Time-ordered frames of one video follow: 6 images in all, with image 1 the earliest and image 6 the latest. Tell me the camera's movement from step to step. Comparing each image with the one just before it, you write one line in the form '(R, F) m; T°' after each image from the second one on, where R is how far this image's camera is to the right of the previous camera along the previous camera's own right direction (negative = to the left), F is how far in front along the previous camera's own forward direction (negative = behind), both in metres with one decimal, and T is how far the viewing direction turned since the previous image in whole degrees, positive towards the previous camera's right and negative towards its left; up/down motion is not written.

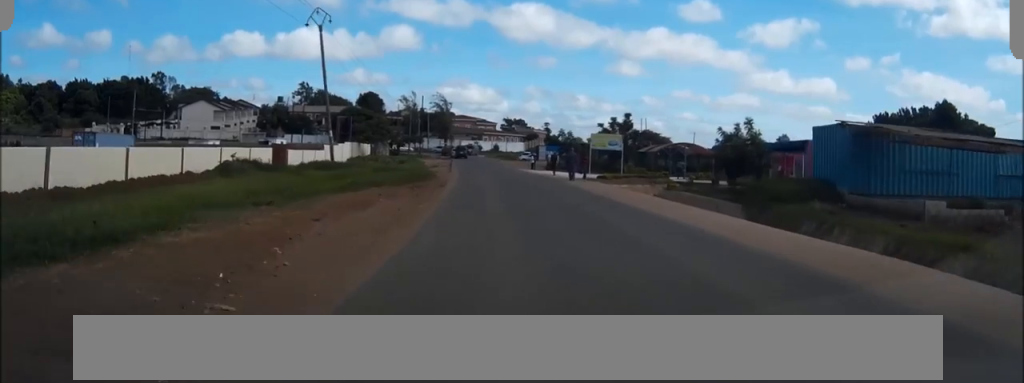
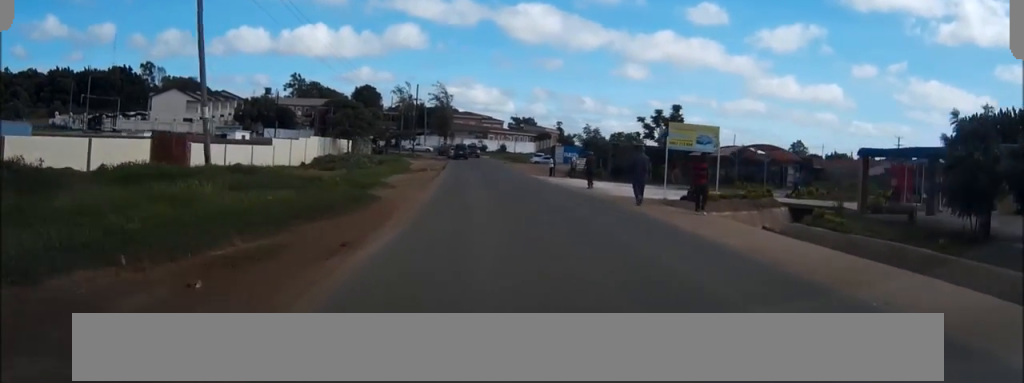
(0.0, +20.1) m; -1°
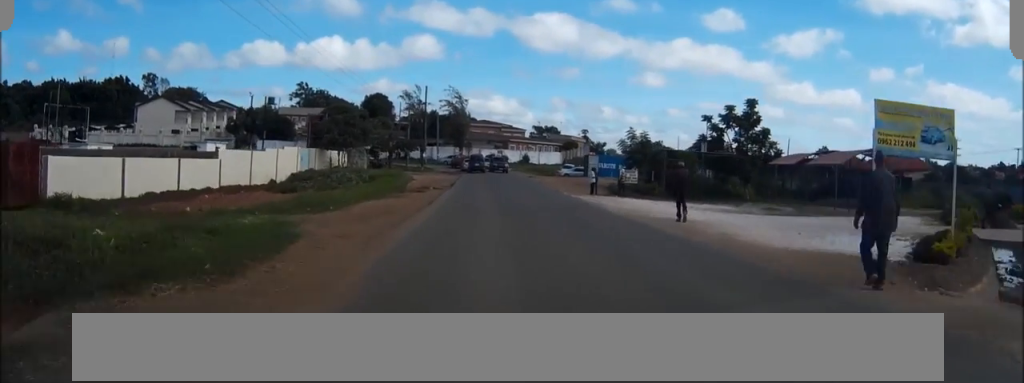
(-0.3, +15.4) m; -2°
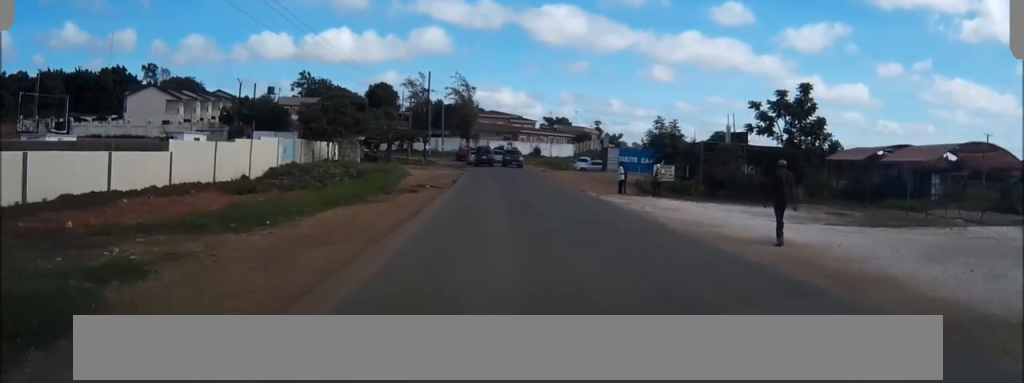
(-0.1, +8.0) m; -1°
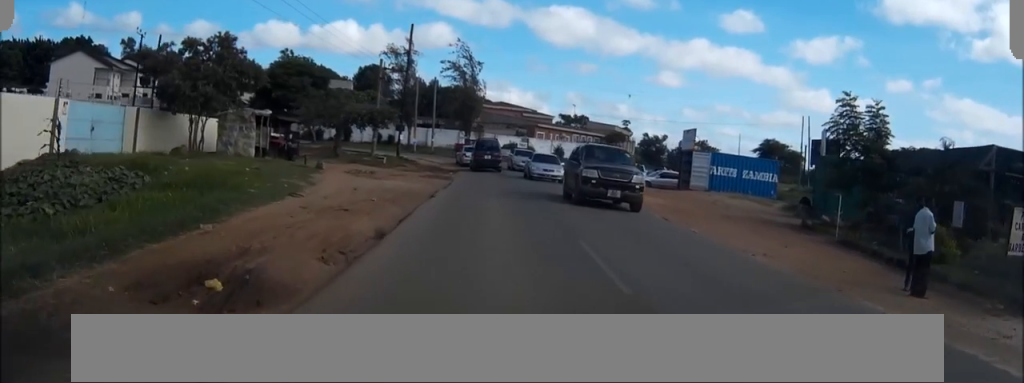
(-0.3, +30.4) m; 0°
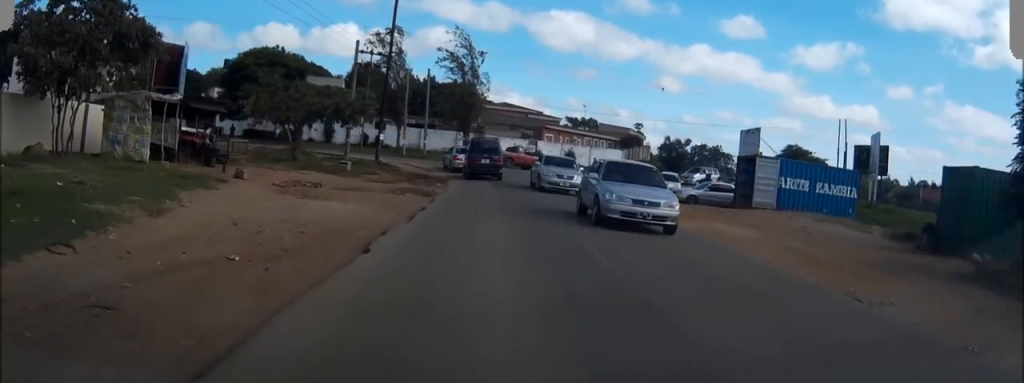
(-0.1, +11.2) m; 0°
